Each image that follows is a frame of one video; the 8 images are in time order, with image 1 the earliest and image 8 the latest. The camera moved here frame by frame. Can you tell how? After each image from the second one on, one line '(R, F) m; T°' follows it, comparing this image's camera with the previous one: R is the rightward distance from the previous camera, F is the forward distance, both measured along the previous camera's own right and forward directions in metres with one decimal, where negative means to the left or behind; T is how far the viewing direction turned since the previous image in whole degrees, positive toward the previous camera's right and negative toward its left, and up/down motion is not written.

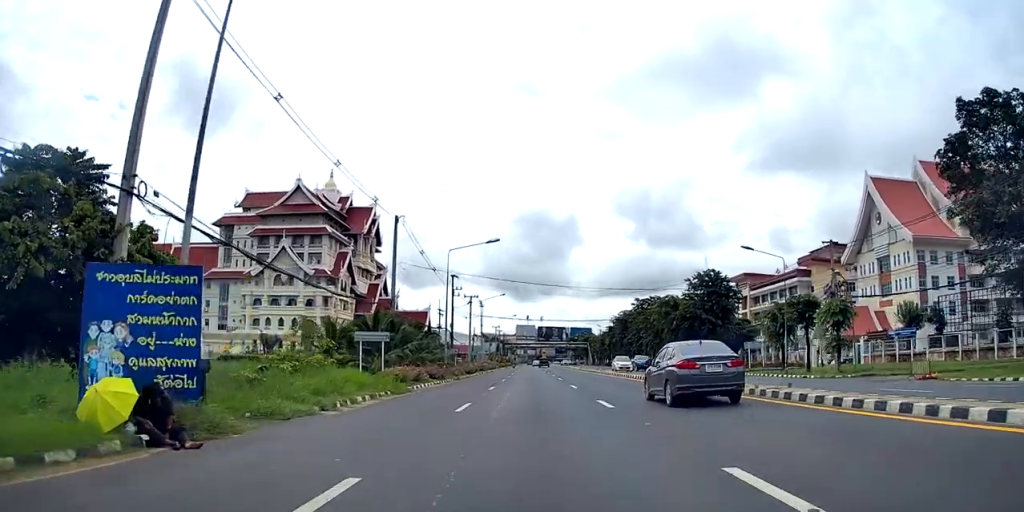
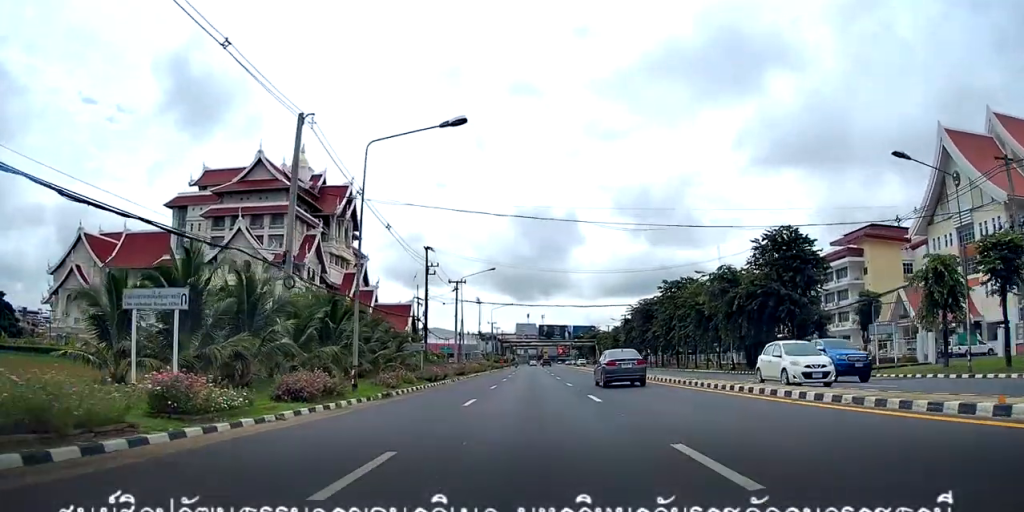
(-0.2, +22.3) m; -1°
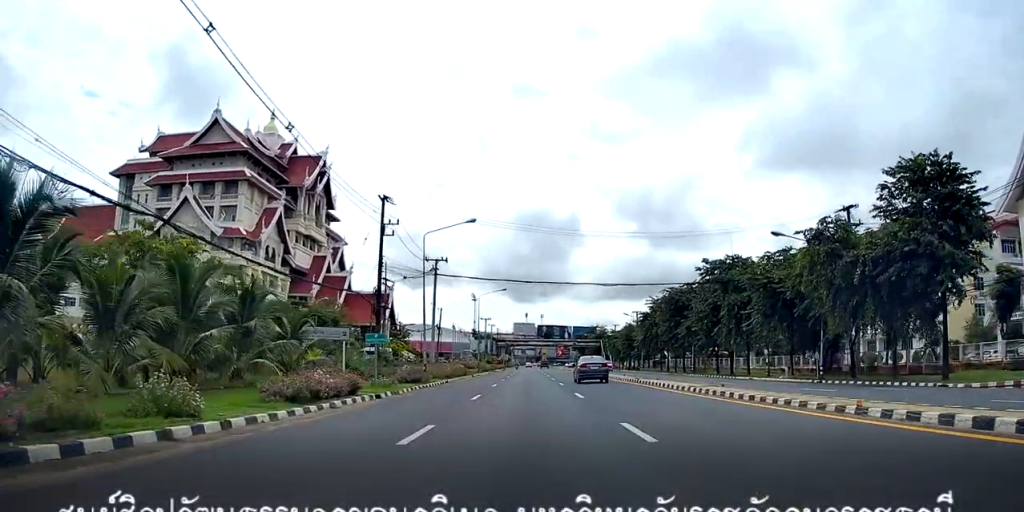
(+0.3, +20.5) m; 0°
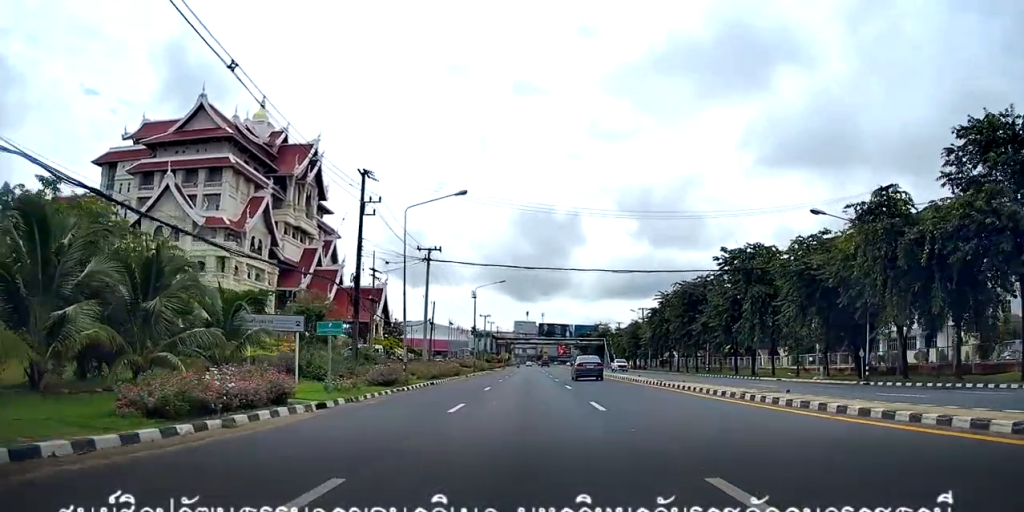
(+0.1, +5.8) m; -1°
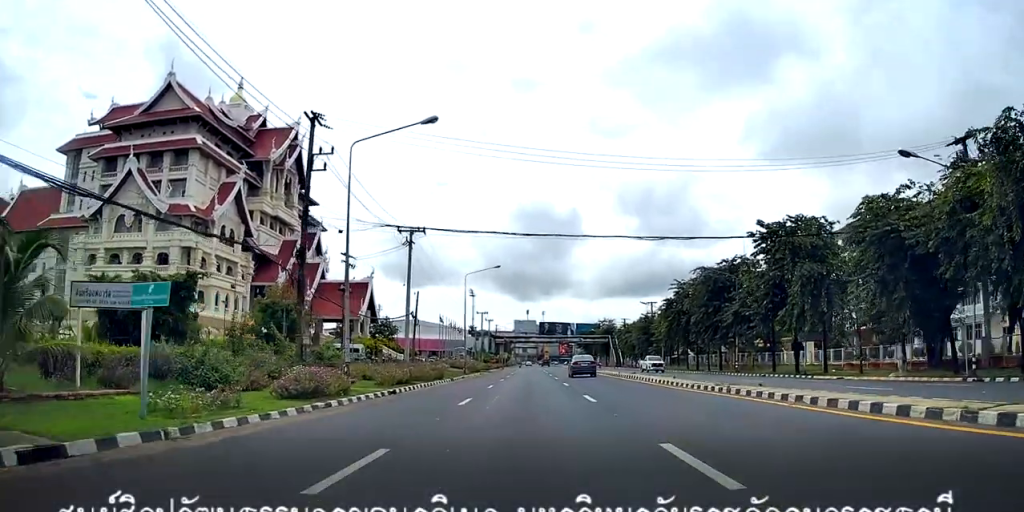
(-0.4, +10.6) m; 0°
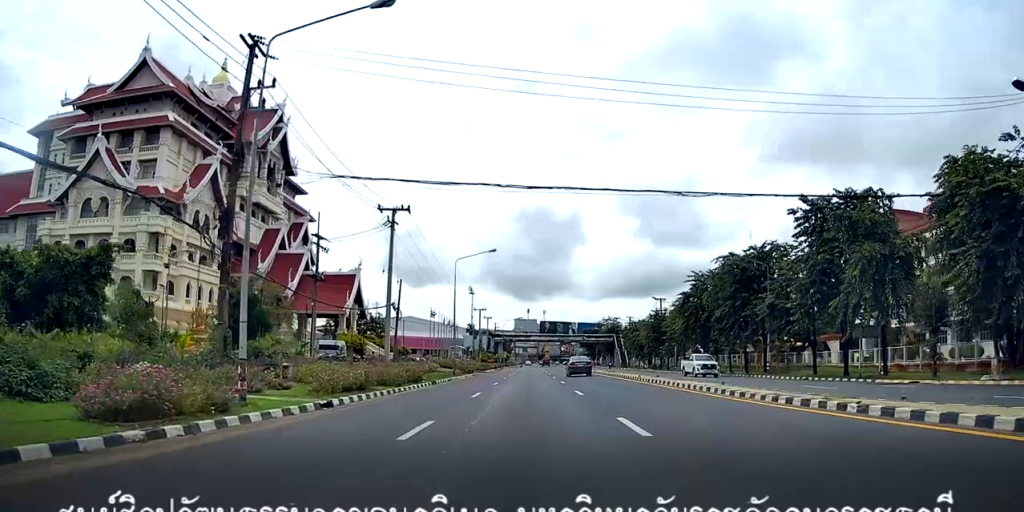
(0.0, +7.4) m; +1°
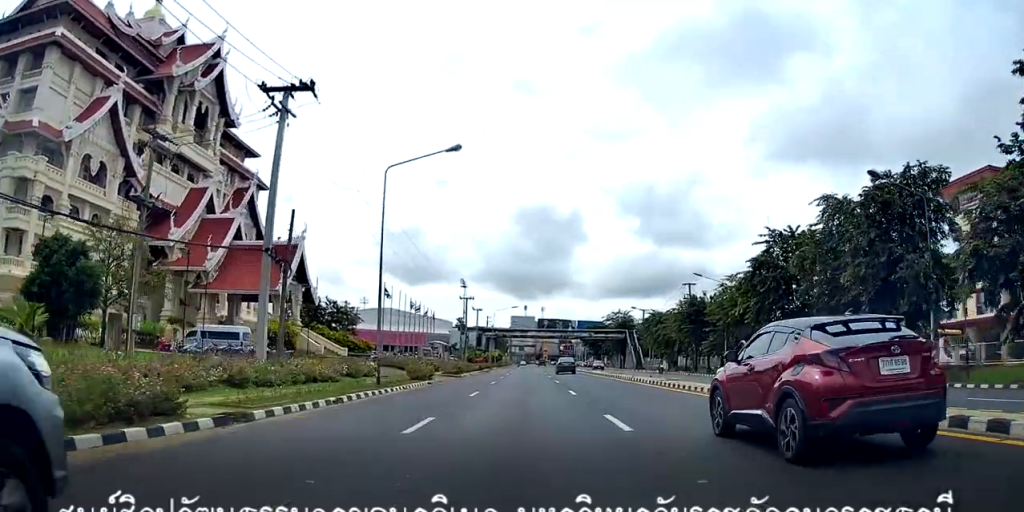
(+0.5, +23.7) m; -1°
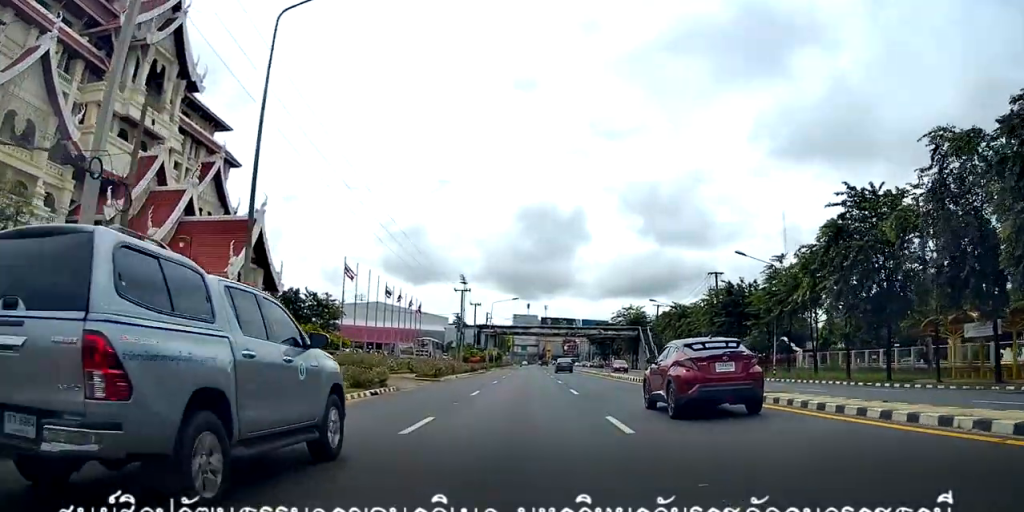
(-0.3, +12.8) m; 0°
